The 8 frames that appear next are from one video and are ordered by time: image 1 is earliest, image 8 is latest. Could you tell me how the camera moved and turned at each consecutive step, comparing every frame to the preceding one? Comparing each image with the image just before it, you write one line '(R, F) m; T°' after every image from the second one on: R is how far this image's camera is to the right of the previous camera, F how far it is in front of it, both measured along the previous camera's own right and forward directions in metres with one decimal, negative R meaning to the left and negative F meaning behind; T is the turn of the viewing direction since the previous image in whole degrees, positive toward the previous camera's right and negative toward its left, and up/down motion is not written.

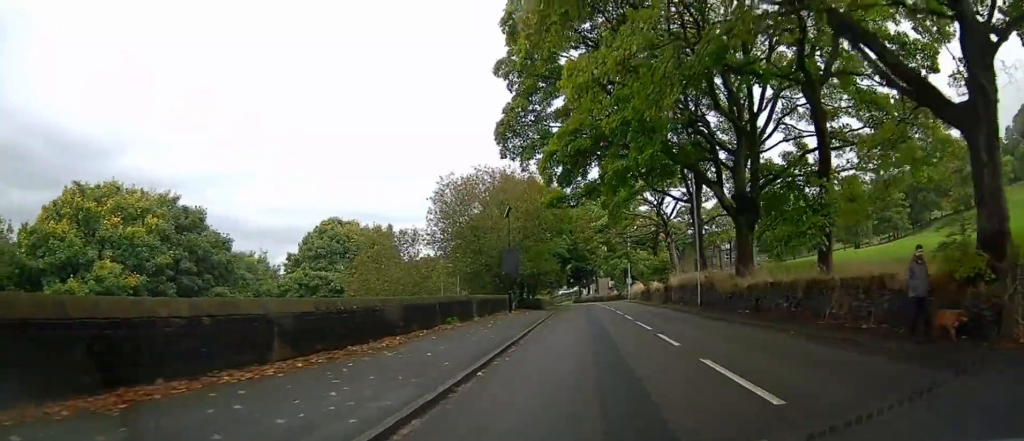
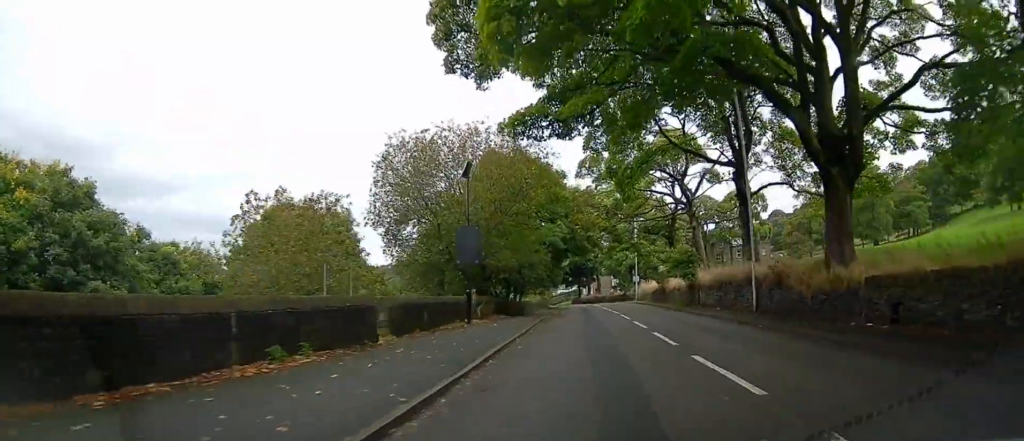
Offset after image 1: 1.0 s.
(0.0, +11.3) m; +2°
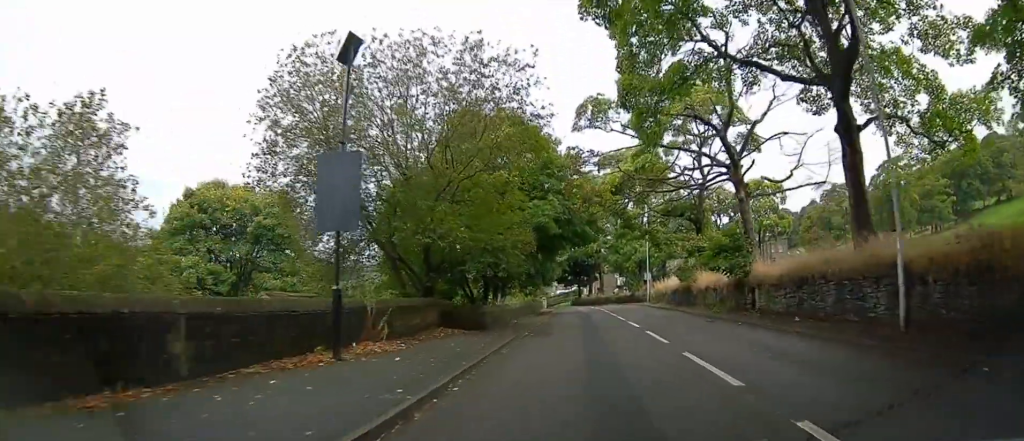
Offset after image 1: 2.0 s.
(+0.4, +10.9) m; 0°
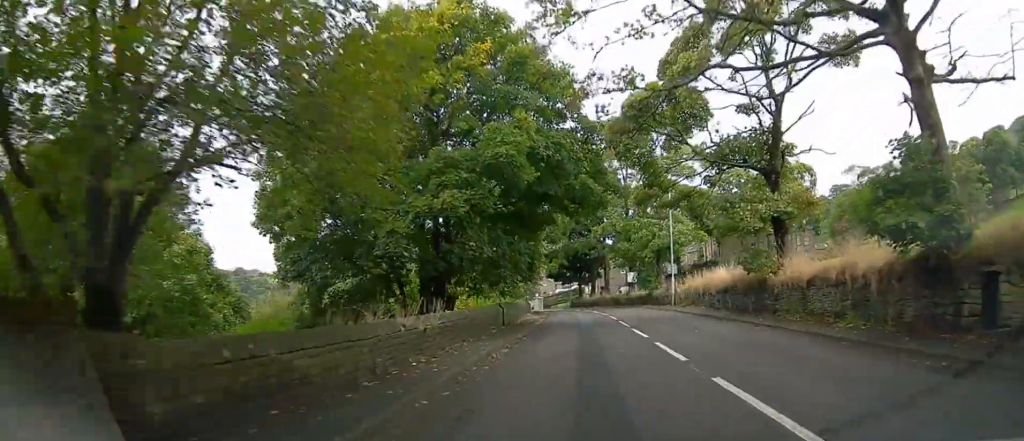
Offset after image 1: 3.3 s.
(-0.5, +14.8) m; -3°
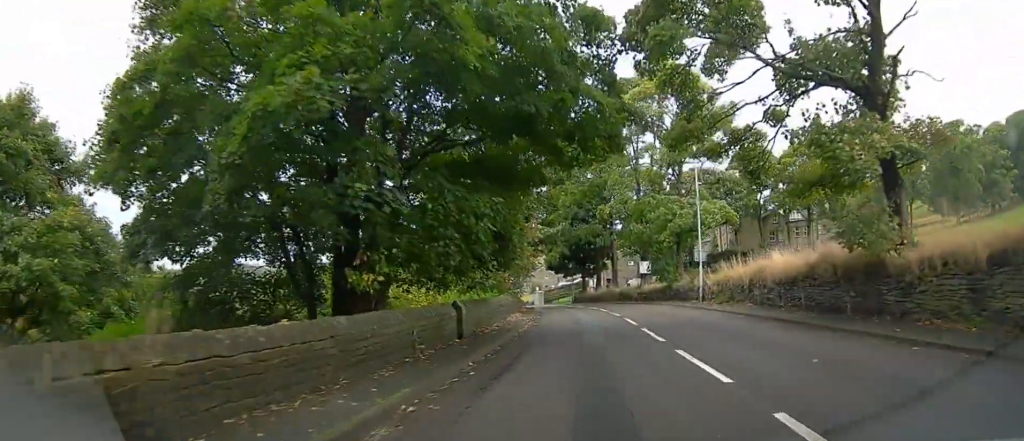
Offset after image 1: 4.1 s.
(0.0, +8.3) m; 0°
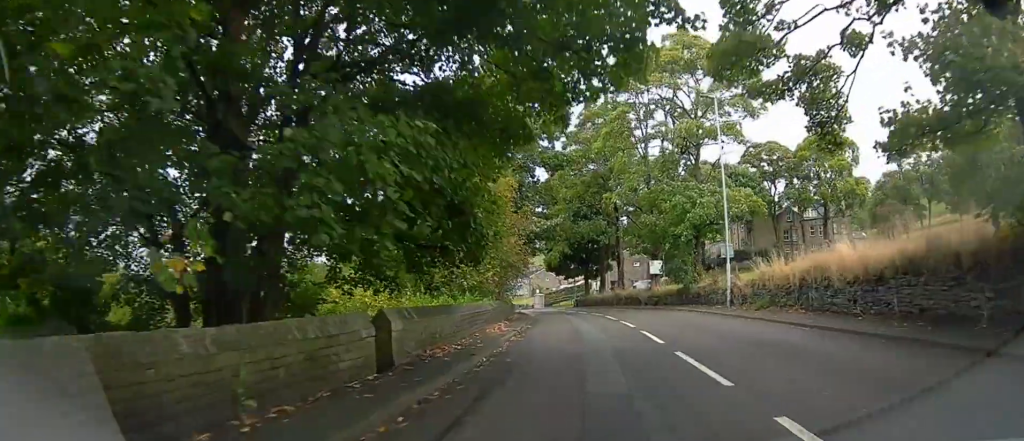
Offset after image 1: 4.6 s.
(0.0, +5.6) m; 0°
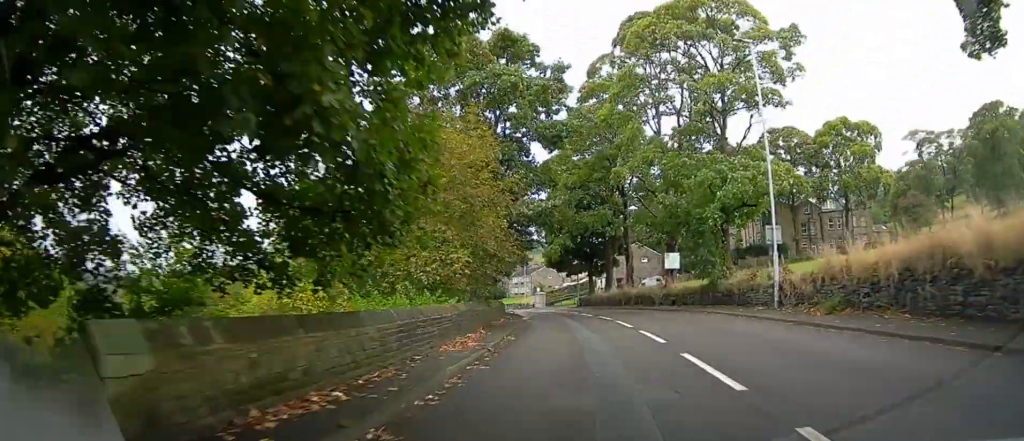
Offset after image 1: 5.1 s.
(0.0, +6.4) m; 0°
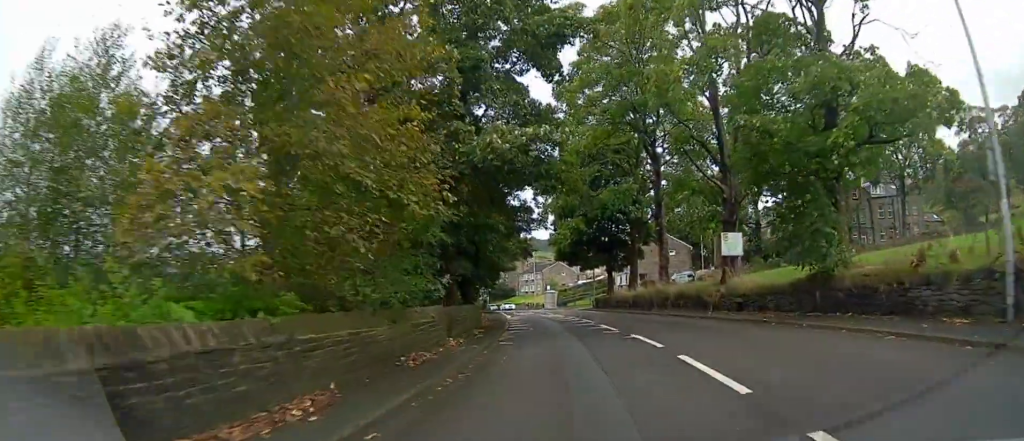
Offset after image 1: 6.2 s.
(0.0, +11.6) m; -1°
